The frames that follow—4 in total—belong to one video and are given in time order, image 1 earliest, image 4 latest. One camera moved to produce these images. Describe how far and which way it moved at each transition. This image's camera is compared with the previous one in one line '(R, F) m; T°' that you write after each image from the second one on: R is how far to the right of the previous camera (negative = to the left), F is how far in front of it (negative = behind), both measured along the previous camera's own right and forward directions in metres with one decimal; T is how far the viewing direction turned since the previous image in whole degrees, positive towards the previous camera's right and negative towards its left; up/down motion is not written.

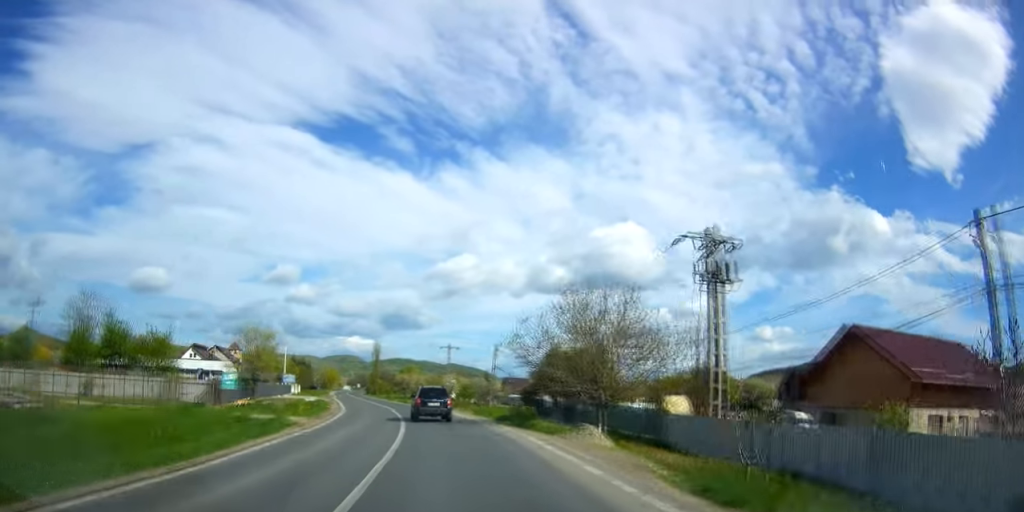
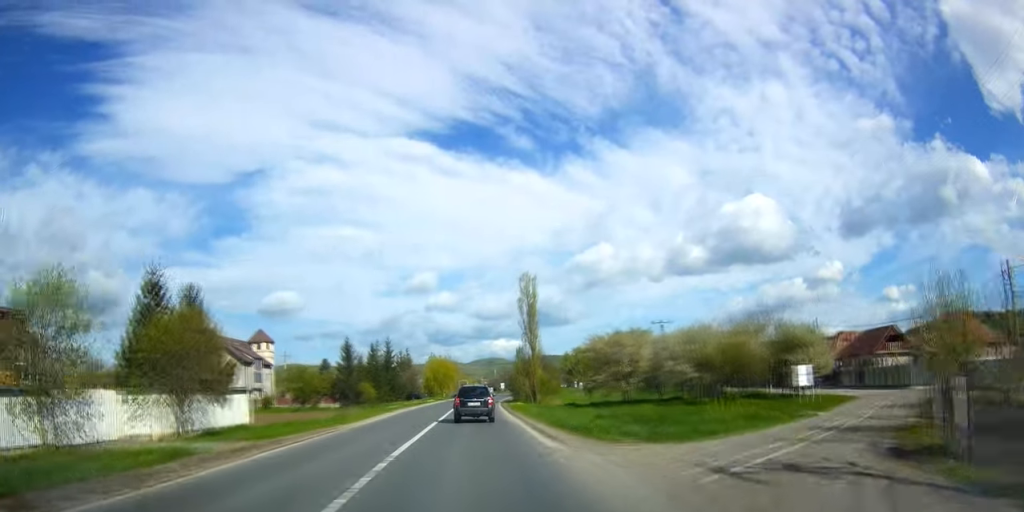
(-14.4, +94.0) m; -15°
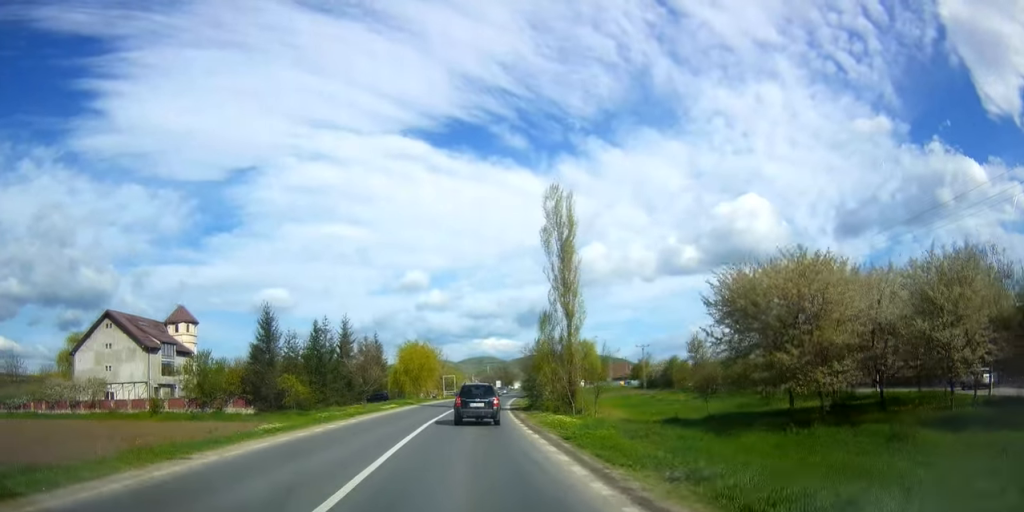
(-0.7, +30.2) m; -2°
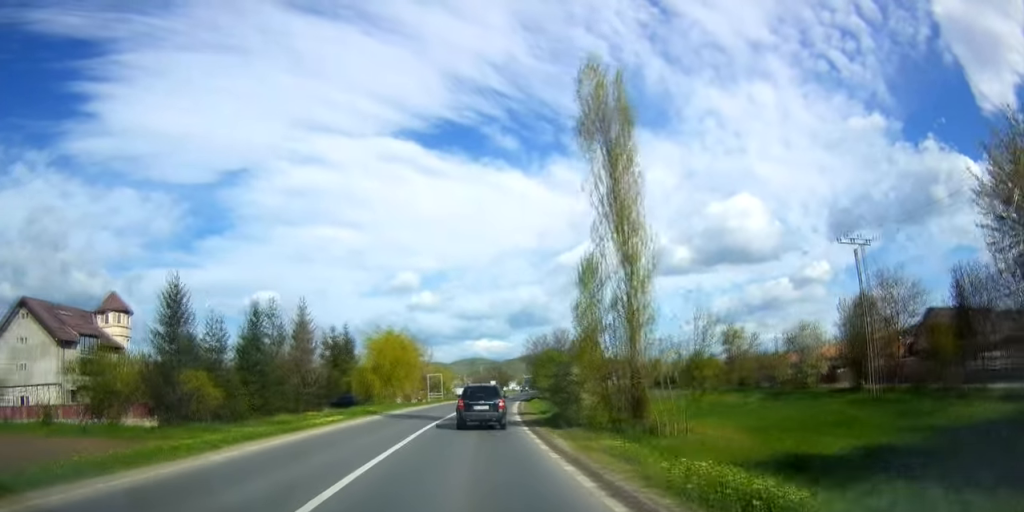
(-0.3, +16.8) m; +1°
